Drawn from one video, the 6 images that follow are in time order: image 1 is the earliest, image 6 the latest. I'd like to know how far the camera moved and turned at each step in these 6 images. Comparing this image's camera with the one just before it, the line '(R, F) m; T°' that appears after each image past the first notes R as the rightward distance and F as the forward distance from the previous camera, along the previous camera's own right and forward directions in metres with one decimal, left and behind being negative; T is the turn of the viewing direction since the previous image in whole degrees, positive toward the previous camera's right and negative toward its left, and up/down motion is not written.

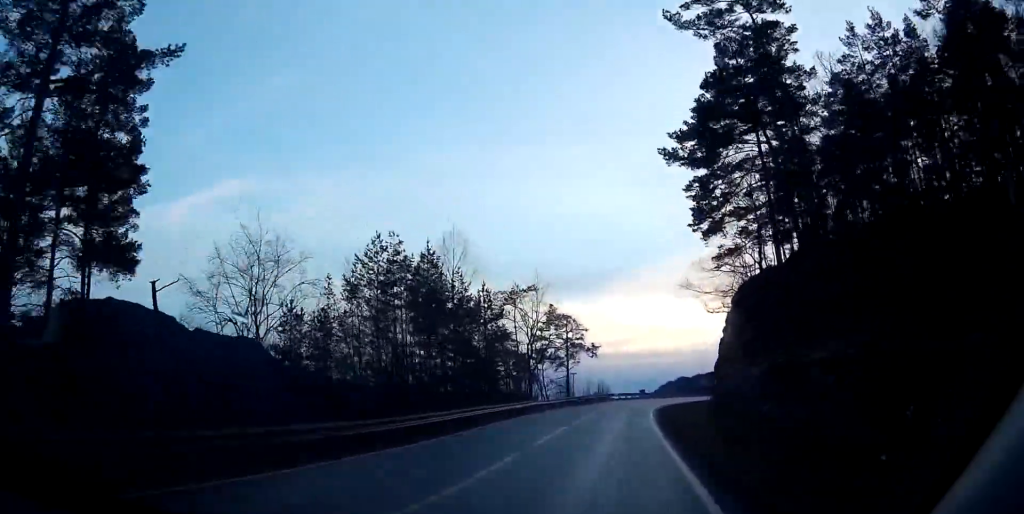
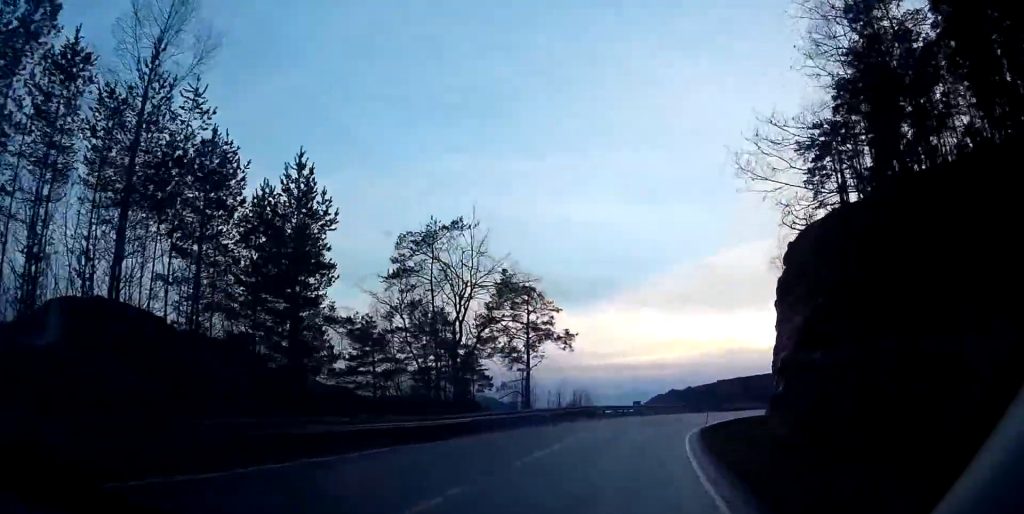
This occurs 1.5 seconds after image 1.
(0.0, +28.3) m; +1°
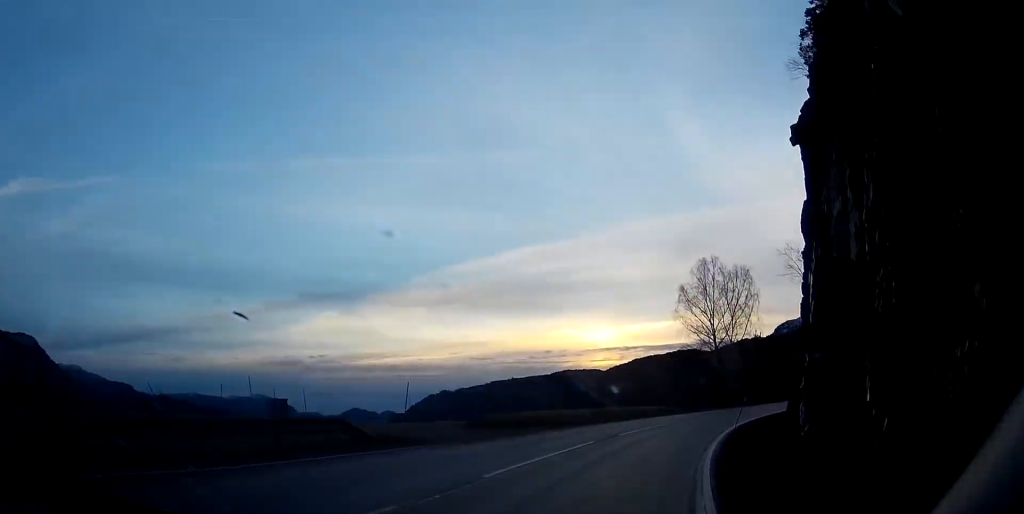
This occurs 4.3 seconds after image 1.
(+5.8, +47.2) m; +16°
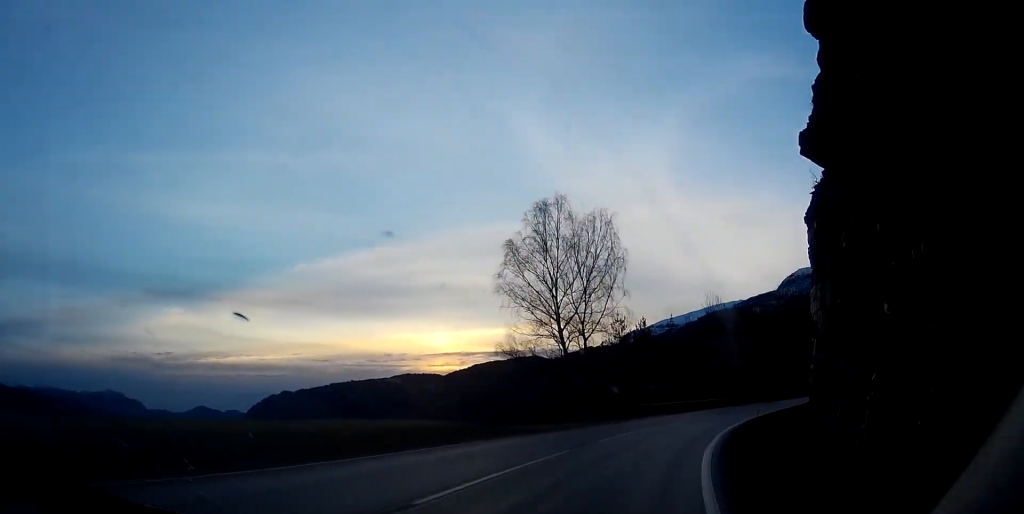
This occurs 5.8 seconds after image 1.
(+2.3, +25.6) m; +11°
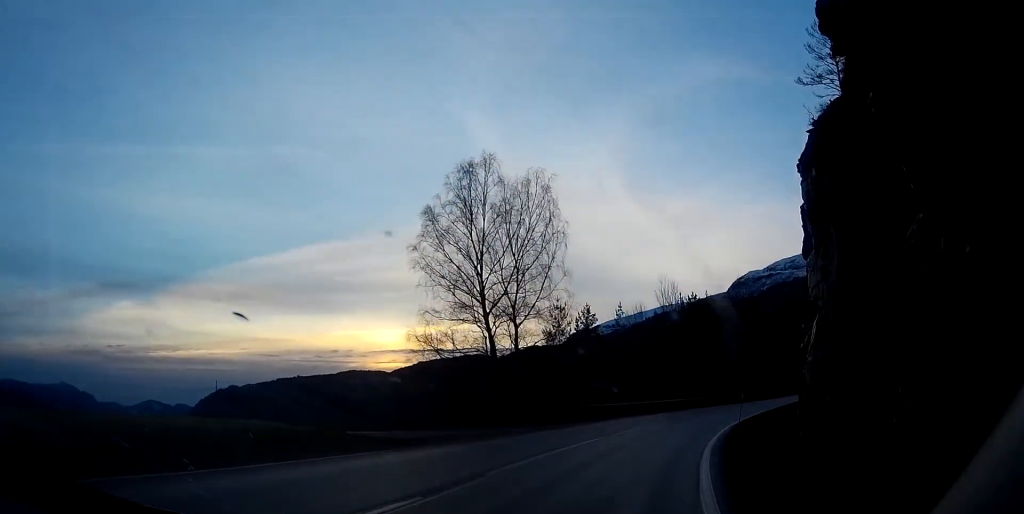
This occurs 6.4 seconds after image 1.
(+0.1, +8.6) m; +5°
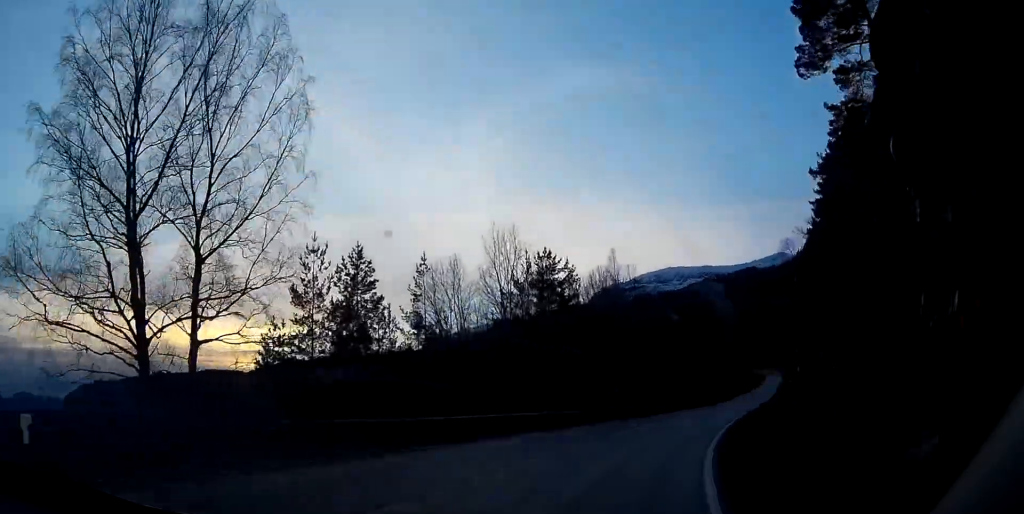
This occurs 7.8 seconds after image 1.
(+2.7, +22.1) m; +12°
